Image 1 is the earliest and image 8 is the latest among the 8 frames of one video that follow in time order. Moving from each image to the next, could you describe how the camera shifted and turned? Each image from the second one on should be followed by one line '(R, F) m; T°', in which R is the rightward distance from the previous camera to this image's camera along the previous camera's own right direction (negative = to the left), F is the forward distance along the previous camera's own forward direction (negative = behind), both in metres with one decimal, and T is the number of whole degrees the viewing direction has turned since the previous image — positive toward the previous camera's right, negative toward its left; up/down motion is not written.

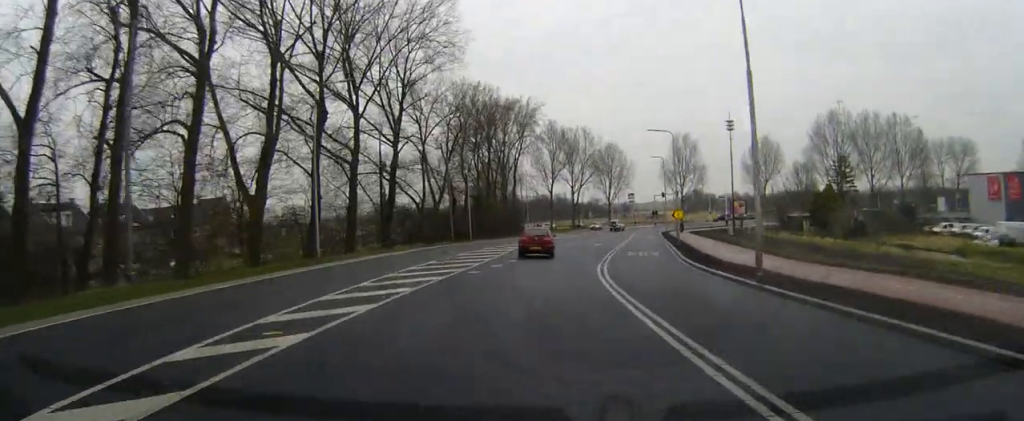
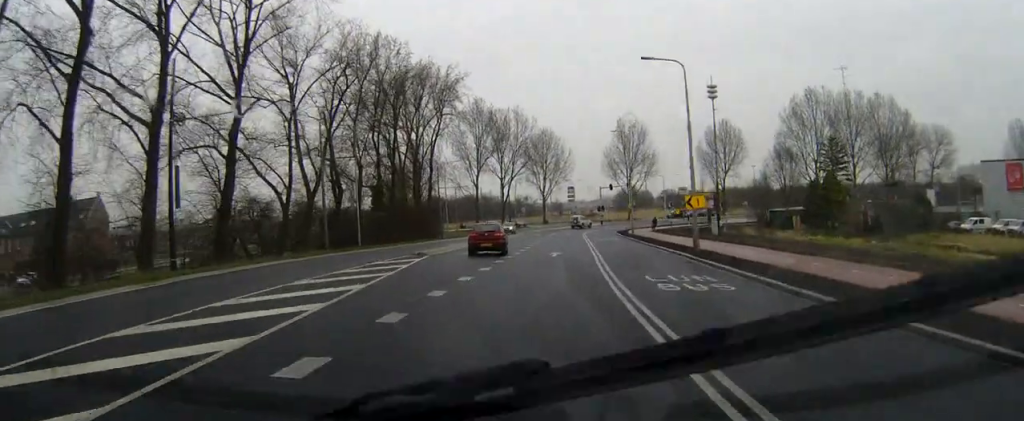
(+1.2, +23.4) m; +5°
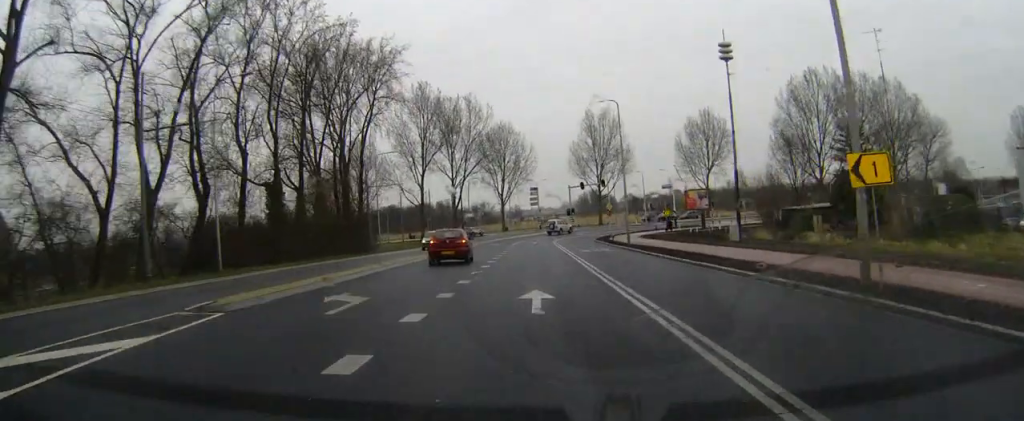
(+0.3, +20.0) m; +2°
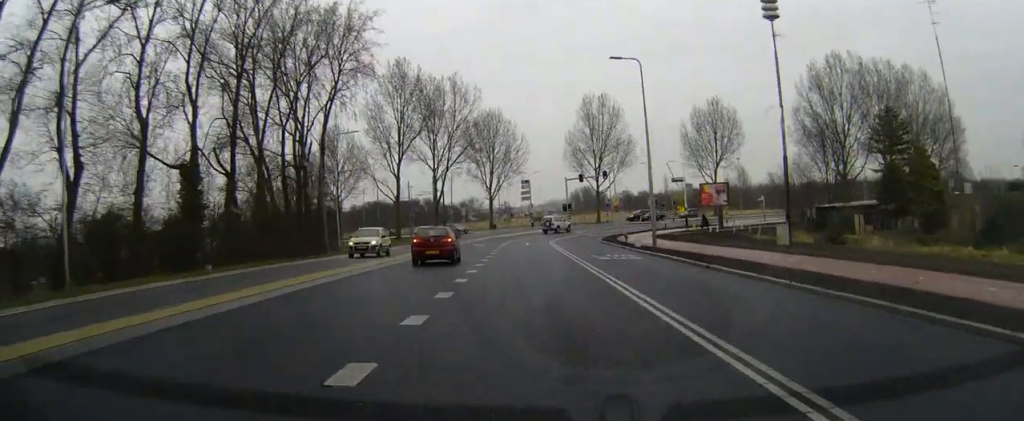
(+0.2, +11.5) m; +1°
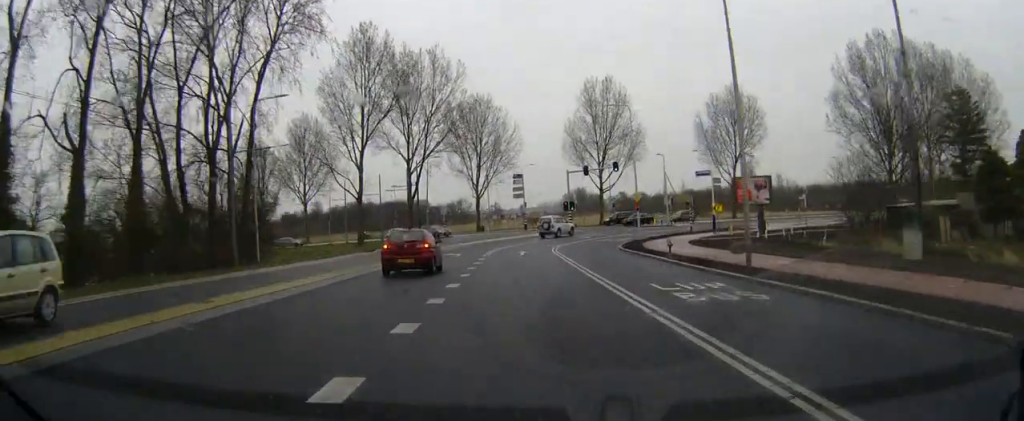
(+0.2, +16.9) m; +1°
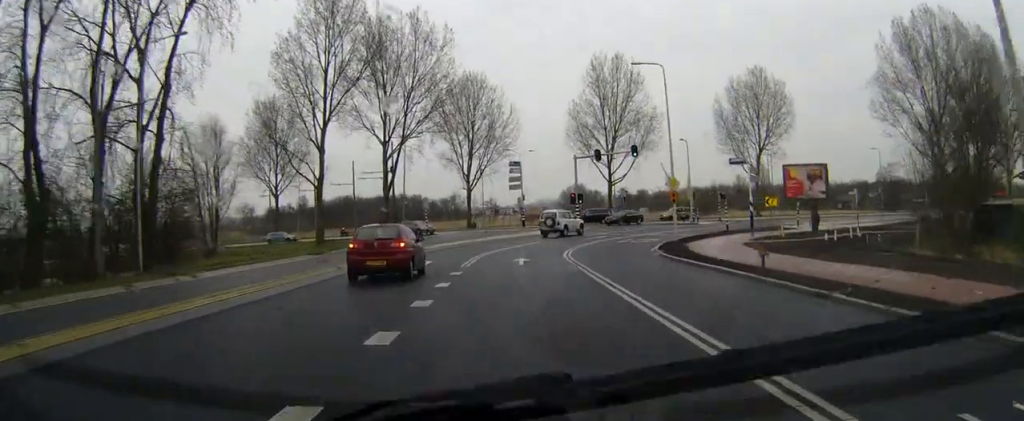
(+0.1, +12.4) m; +1°
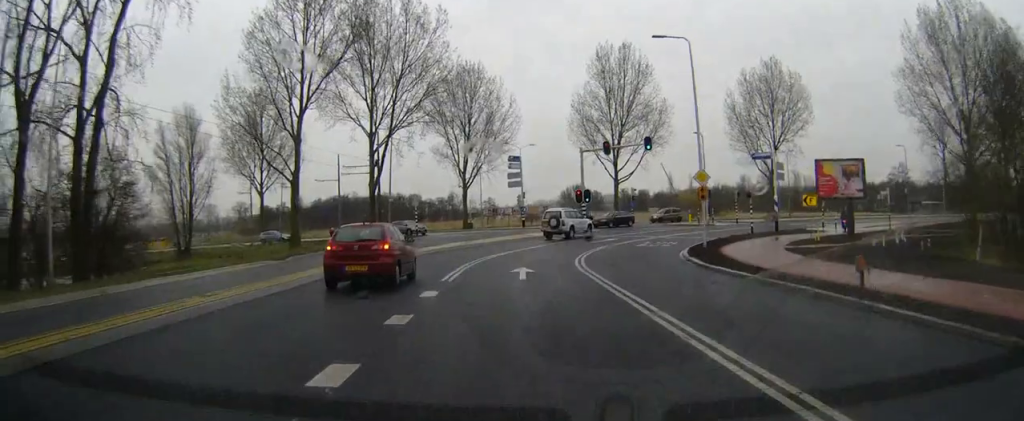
(0.0, +6.3) m; +1°
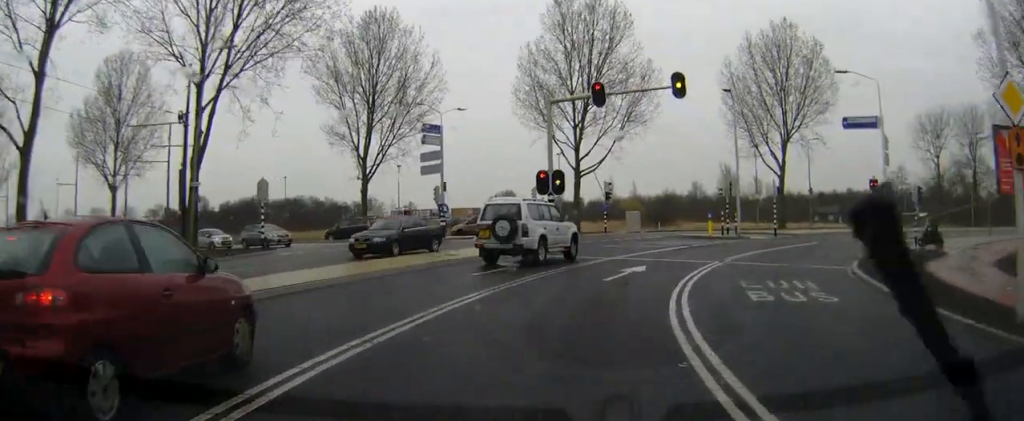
(+1.4, +24.8) m; +11°
